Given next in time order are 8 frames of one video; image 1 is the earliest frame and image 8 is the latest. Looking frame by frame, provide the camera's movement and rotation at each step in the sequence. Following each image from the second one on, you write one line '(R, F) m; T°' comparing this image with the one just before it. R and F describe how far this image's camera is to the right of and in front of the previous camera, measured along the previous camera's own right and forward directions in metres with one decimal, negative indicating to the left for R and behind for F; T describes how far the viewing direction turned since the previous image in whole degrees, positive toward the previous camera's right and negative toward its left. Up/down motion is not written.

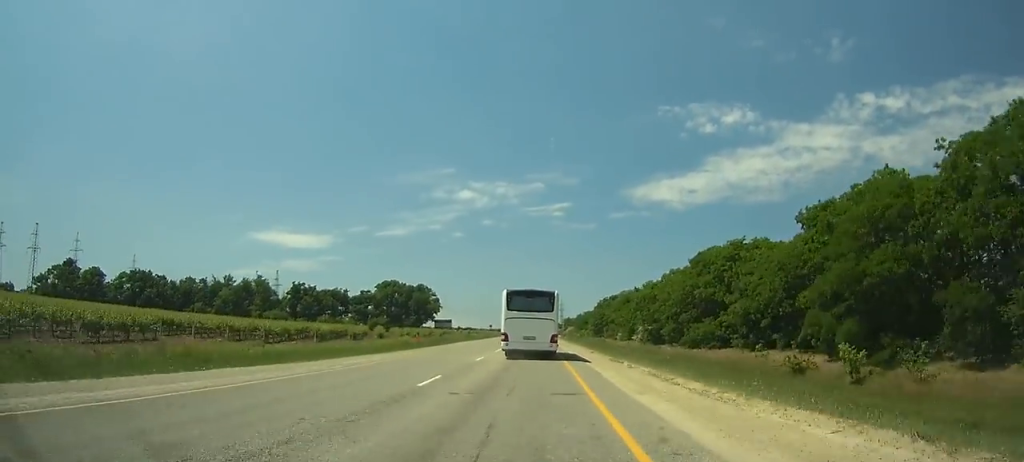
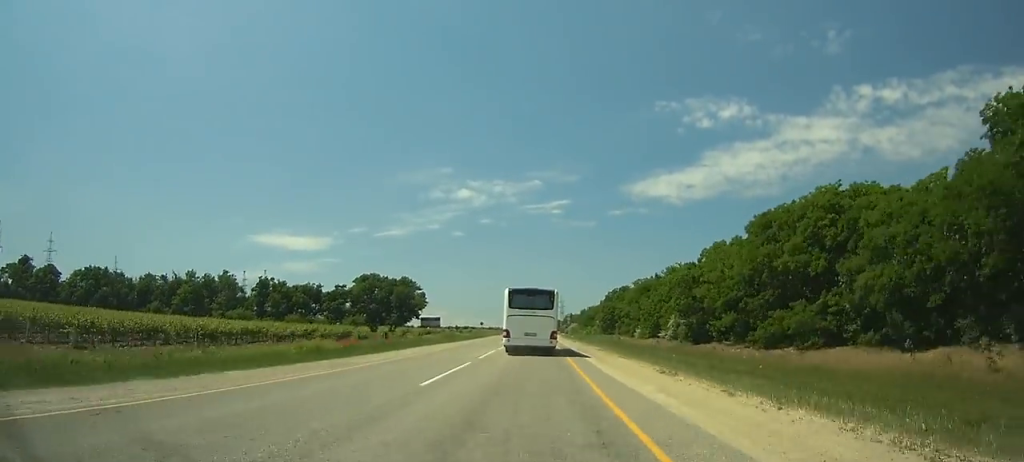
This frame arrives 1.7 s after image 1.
(-0.1, +23.7) m; 0°
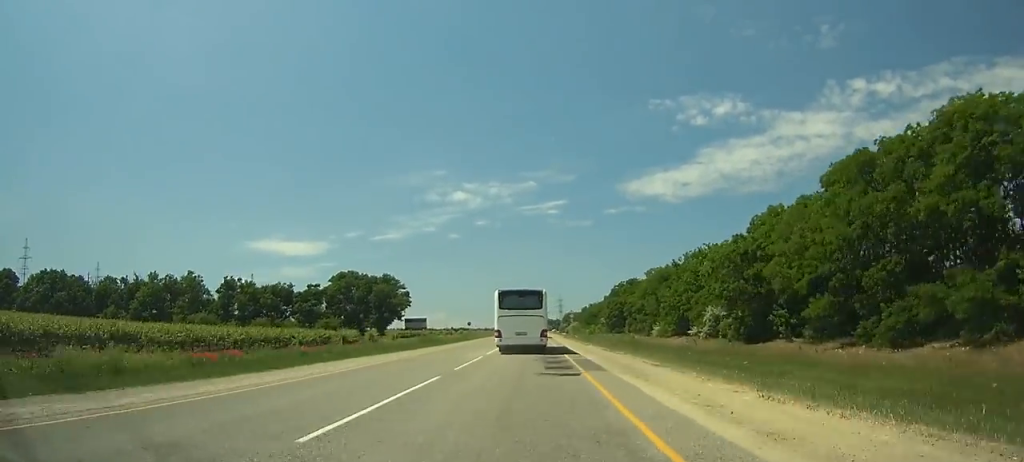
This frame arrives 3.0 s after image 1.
(0.0, +18.6) m; 0°
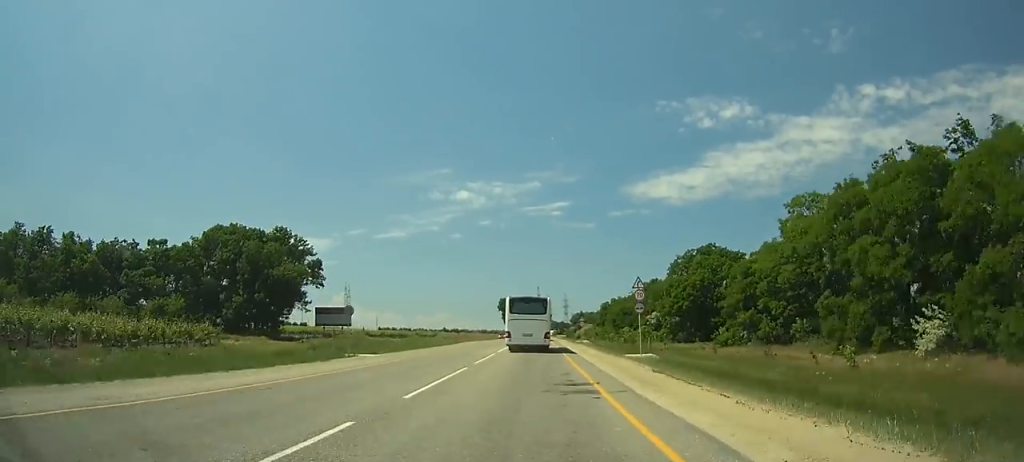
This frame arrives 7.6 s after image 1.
(0.0, +67.8) m; 0°
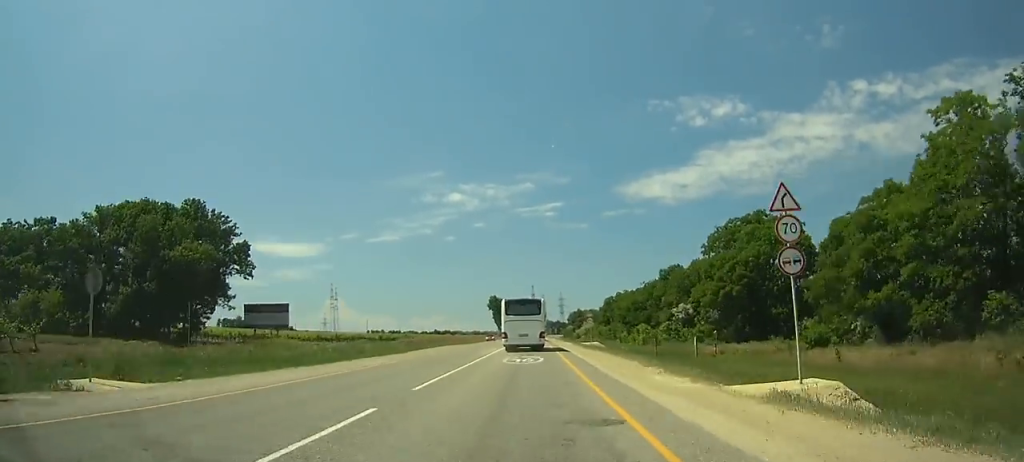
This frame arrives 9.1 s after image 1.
(0.0, +23.0) m; 0°
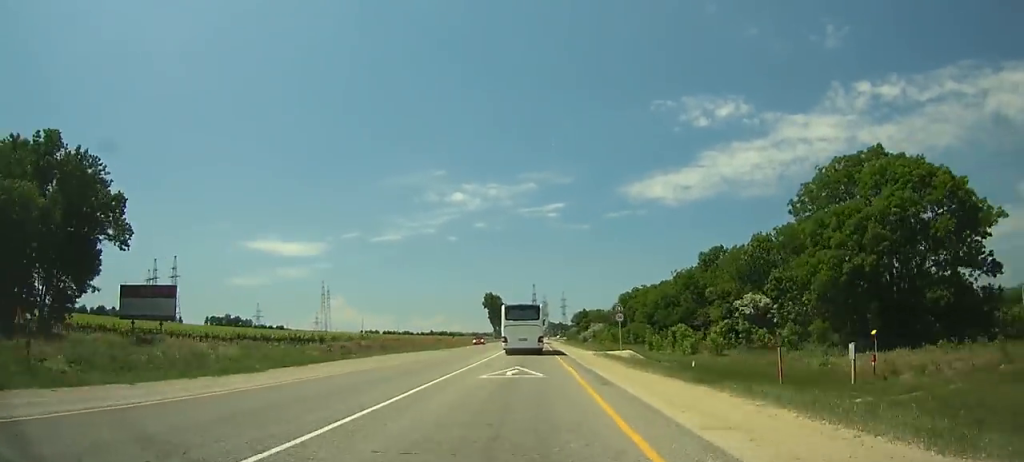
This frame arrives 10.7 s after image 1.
(+0.1, +24.9) m; 0°
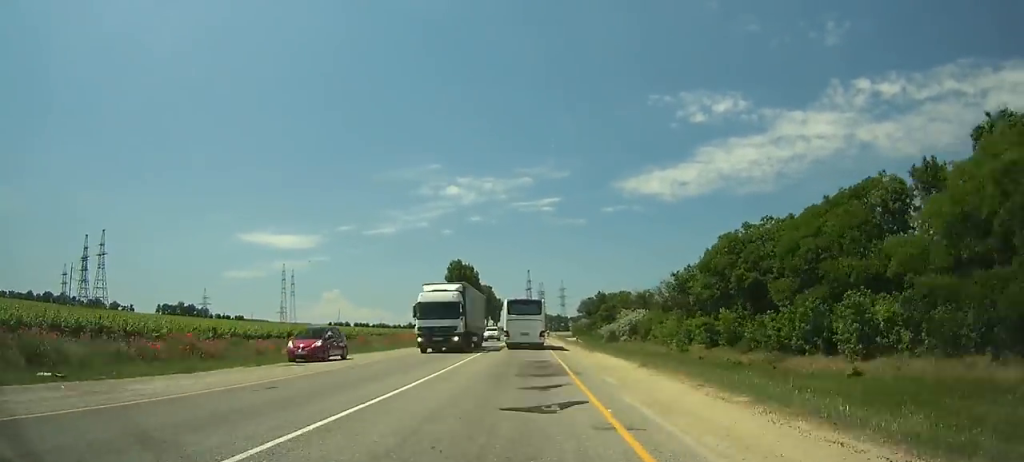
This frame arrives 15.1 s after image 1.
(-0.3, +70.6) m; 0°
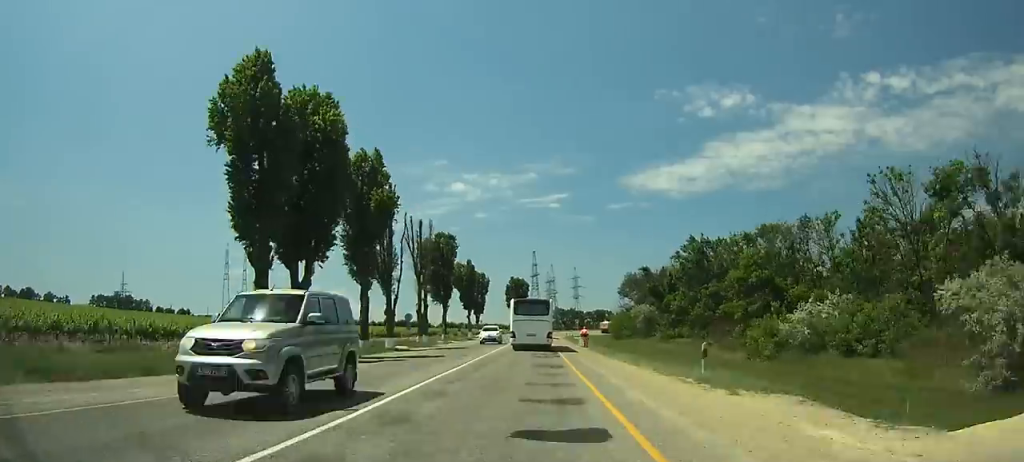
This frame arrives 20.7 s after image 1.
(-0.2, +90.1) m; 0°
